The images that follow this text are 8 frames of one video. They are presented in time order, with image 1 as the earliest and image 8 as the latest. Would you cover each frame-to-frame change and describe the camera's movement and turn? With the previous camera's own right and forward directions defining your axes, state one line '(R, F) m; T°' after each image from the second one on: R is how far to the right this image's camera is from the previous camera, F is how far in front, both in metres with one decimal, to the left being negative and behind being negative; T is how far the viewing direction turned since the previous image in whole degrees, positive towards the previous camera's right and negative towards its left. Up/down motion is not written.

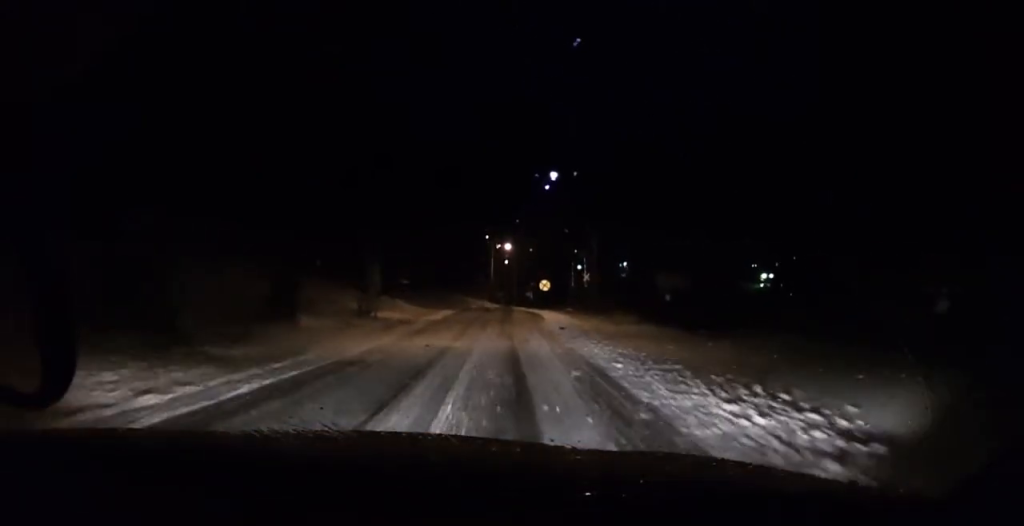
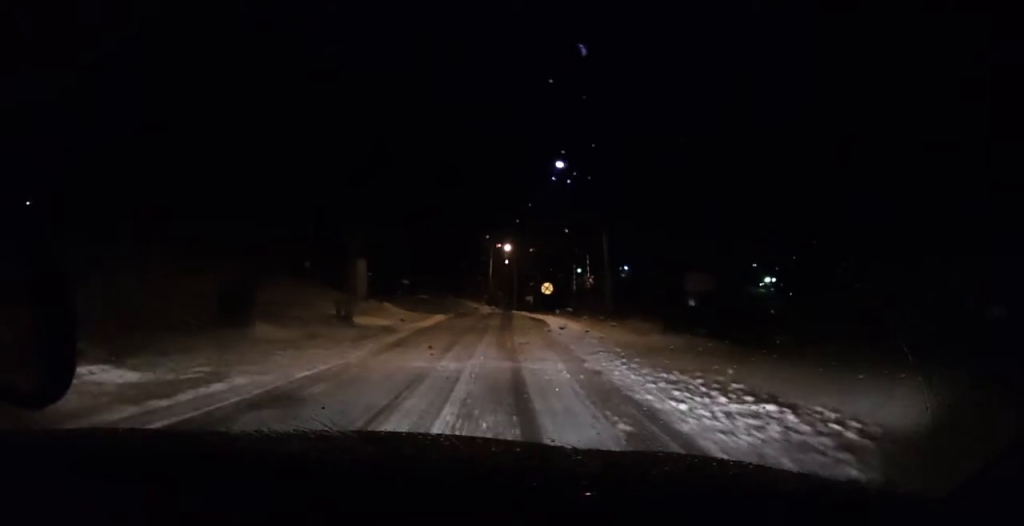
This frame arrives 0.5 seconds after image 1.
(0.0, +4.4) m; 0°
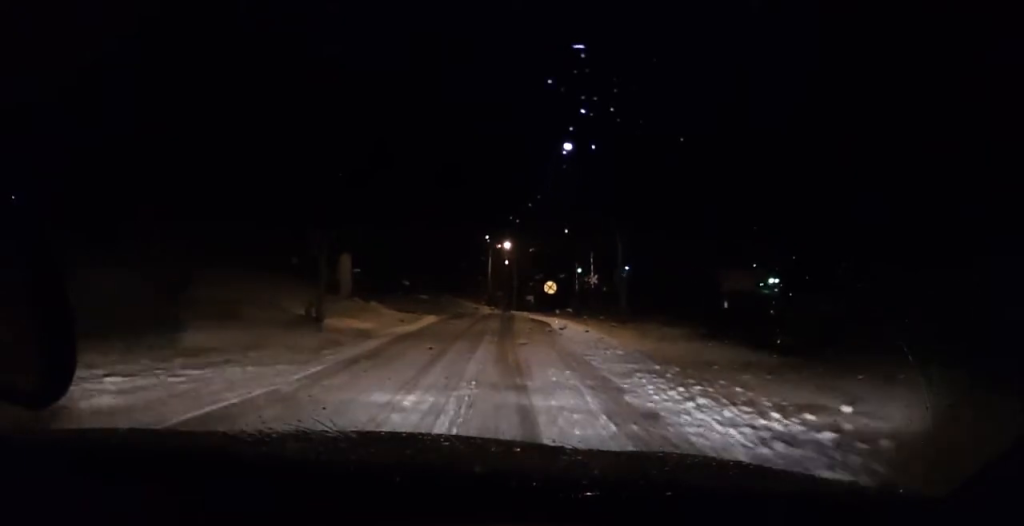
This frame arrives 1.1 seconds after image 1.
(0.0, +4.5) m; 0°
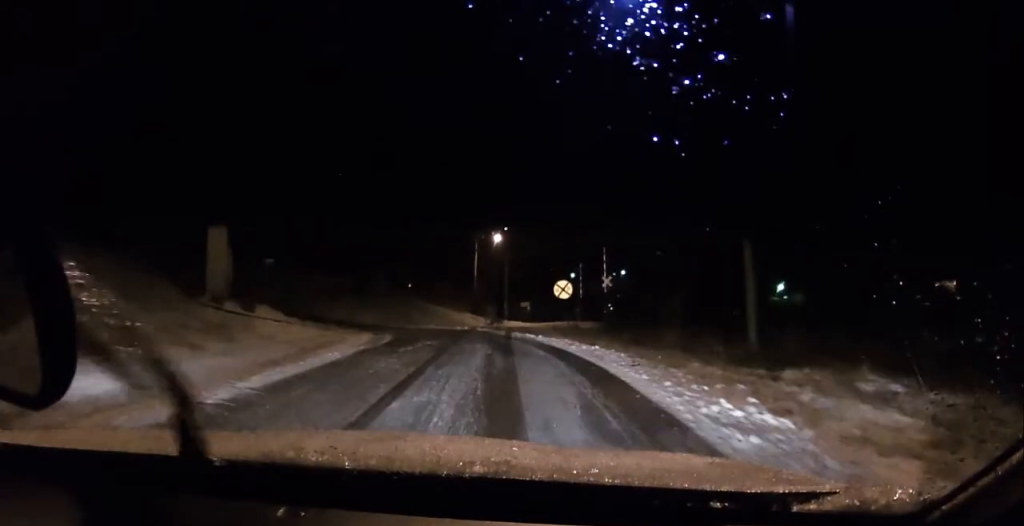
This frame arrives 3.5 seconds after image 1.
(+0.6, +17.6) m; +4°
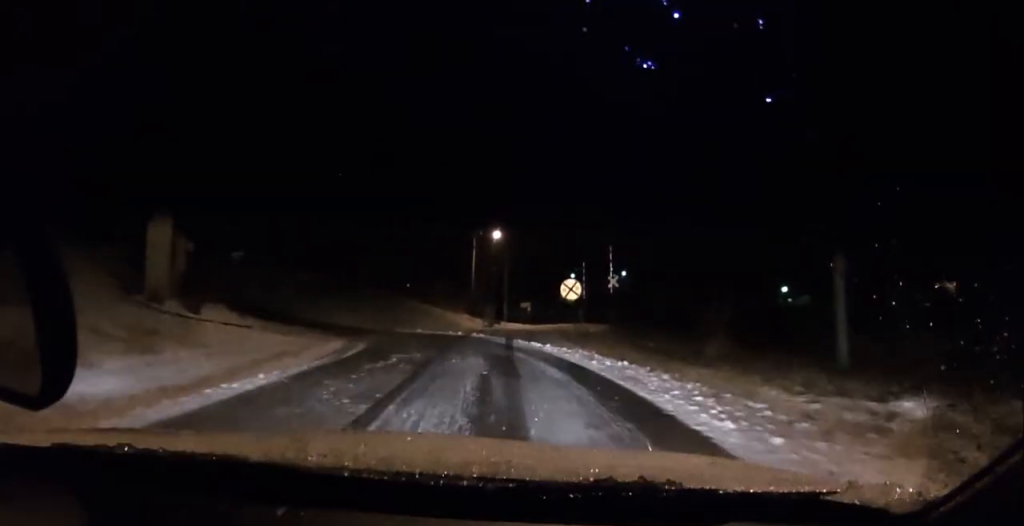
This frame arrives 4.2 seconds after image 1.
(0.0, +4.1) m; -2°
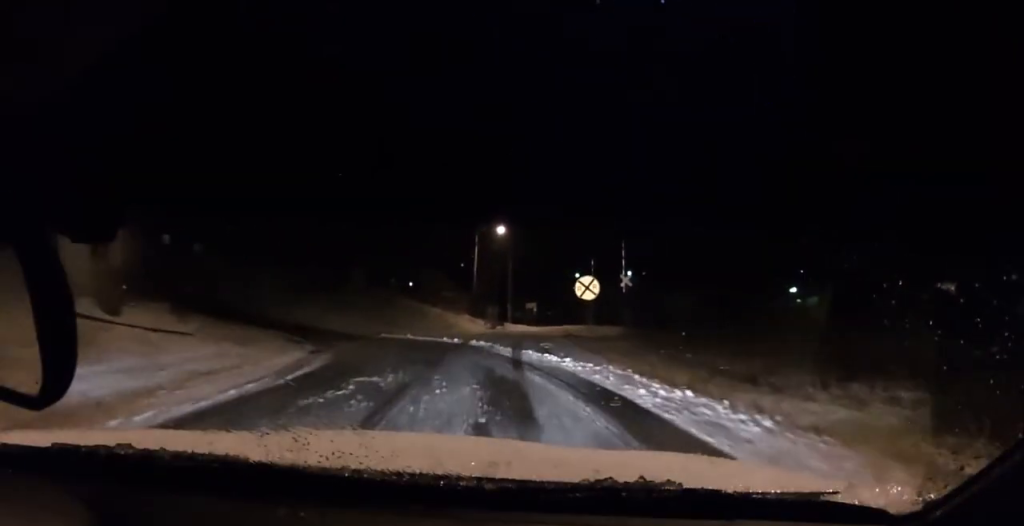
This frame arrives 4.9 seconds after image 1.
(-0.2, +4.4) m; -3°
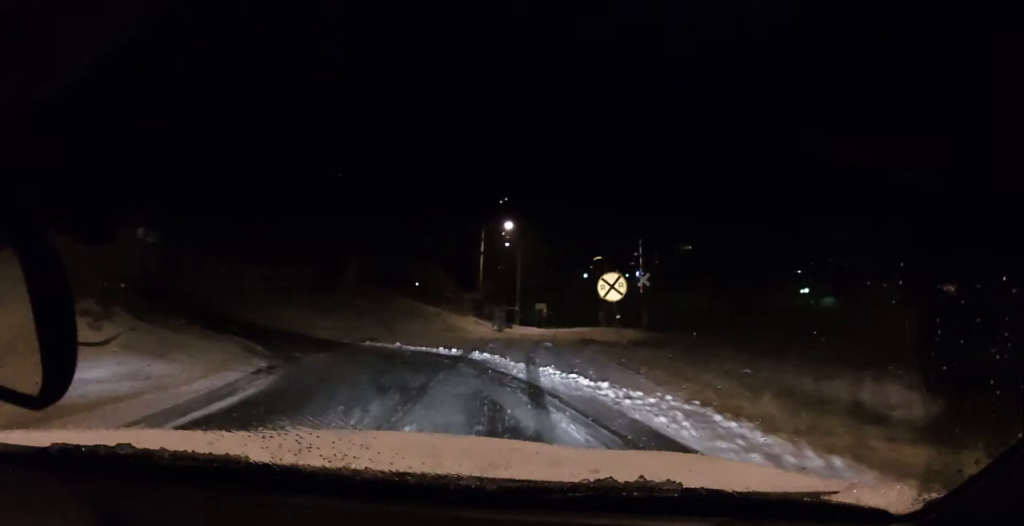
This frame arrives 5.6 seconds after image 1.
(0.0, +4.1) m; 0°
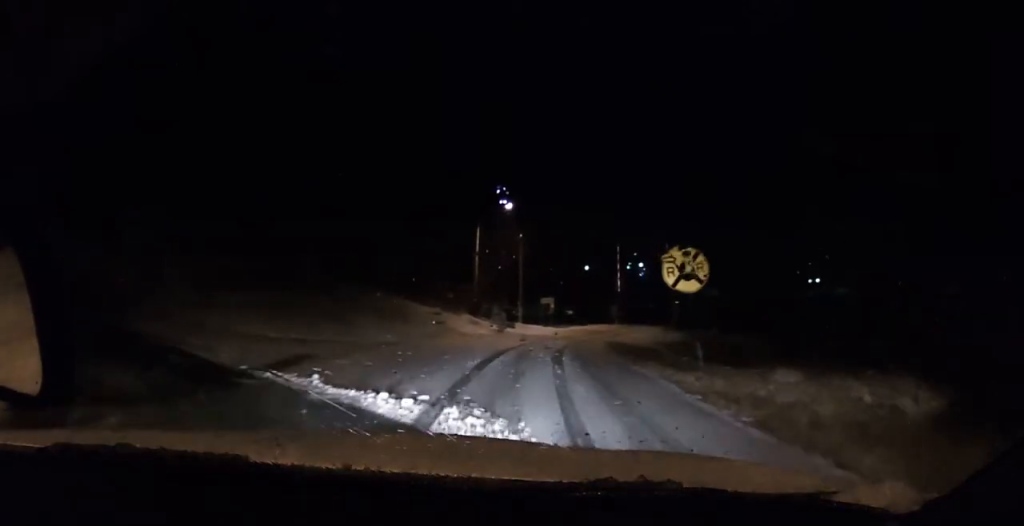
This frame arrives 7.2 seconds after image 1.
(0.0, +8.8) m; 0°
